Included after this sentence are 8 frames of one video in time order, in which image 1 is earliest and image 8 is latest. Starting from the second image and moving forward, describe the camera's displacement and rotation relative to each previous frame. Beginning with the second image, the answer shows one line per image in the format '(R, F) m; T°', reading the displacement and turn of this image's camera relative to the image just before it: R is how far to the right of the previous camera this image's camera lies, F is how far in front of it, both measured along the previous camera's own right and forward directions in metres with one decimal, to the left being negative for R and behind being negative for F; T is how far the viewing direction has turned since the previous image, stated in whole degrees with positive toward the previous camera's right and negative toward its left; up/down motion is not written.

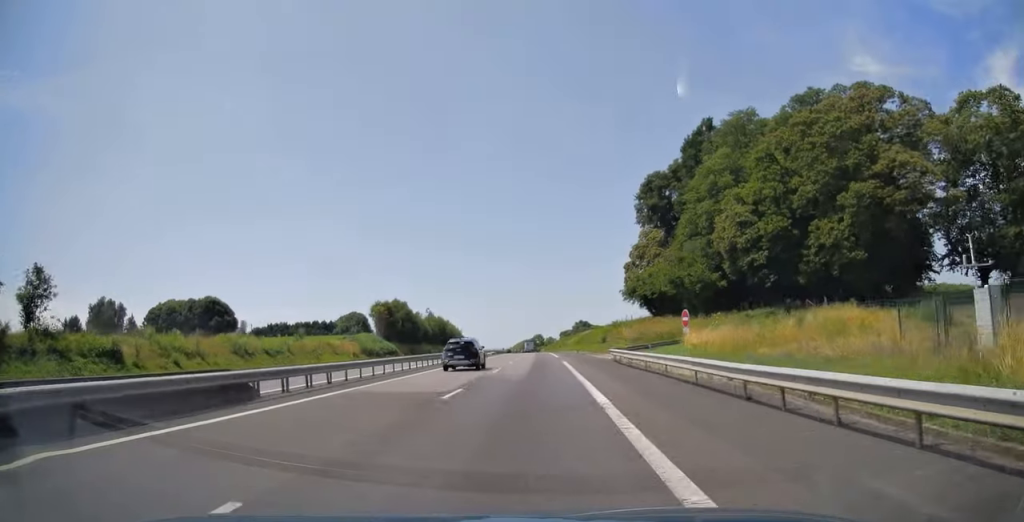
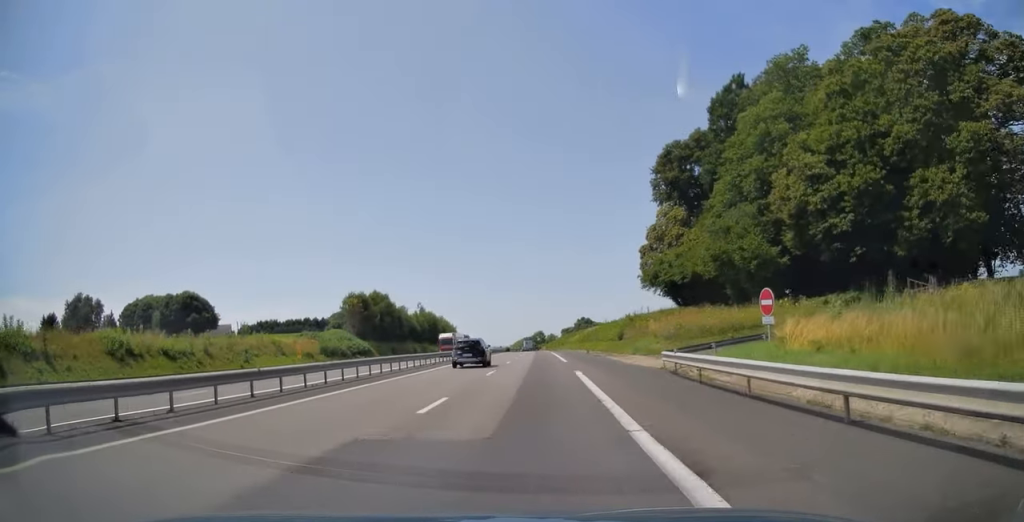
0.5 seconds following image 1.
(+0.1, +16.2) m; 0°
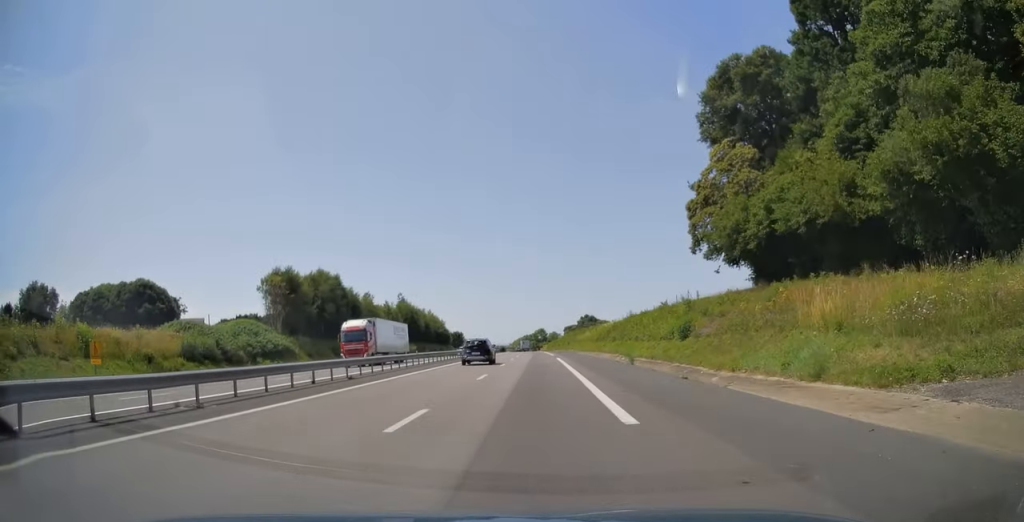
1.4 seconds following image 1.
(-0.3, +28.6) m; 0°
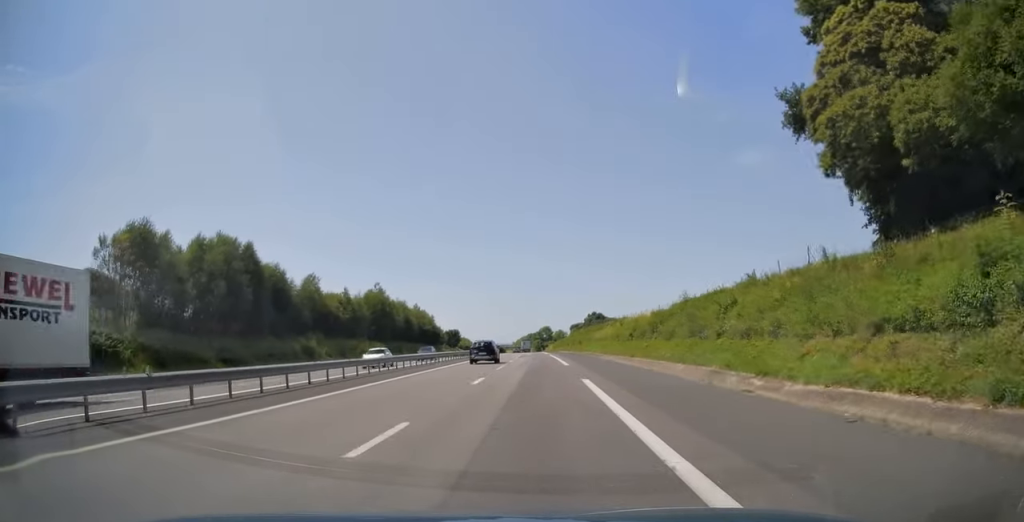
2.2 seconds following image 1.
(+0.2, +28.0) m; 0°
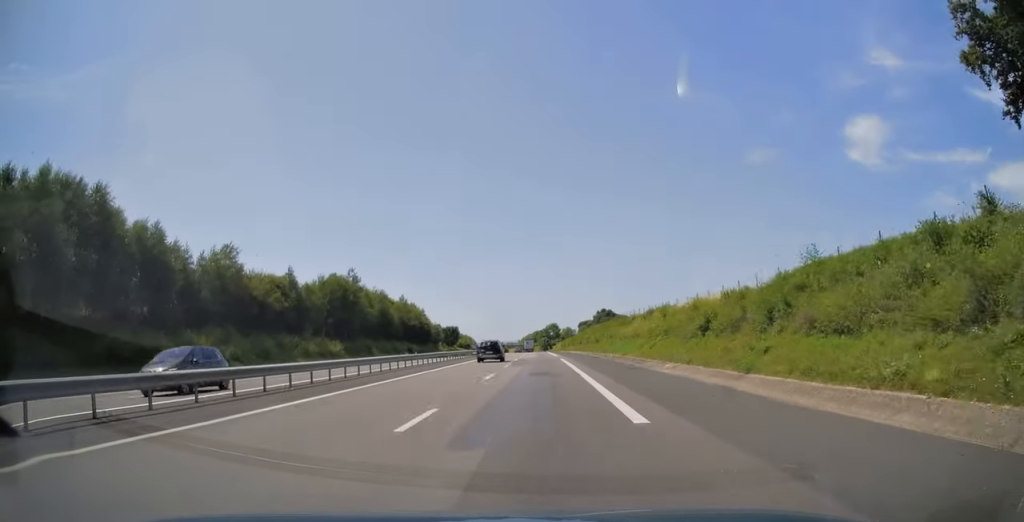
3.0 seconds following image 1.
(-0.1, +23.8) m; -1°
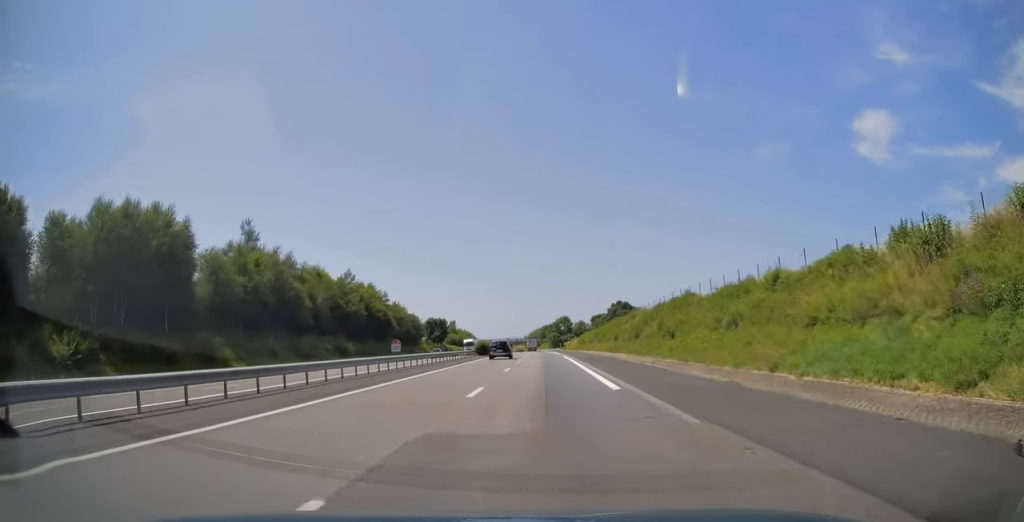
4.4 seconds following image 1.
(-0.5, +46.5) m; -1°
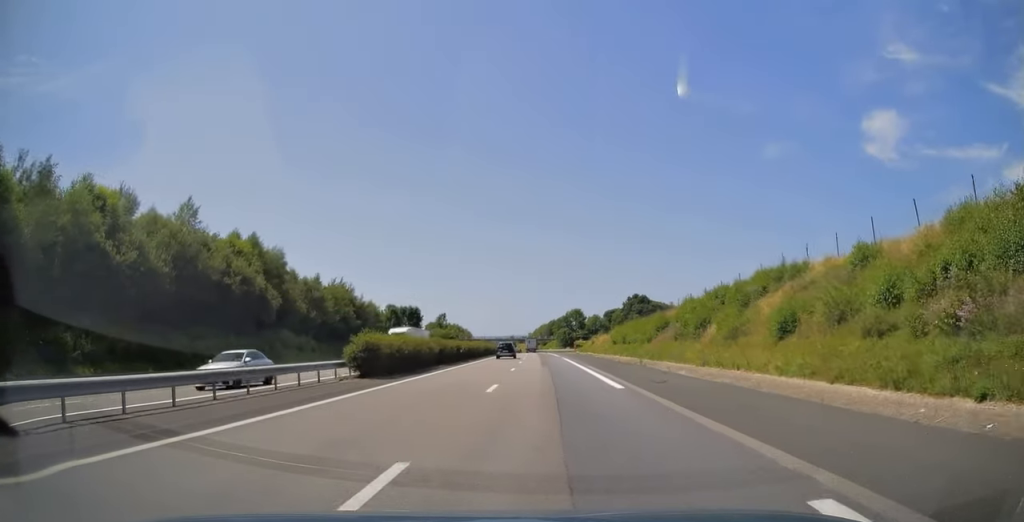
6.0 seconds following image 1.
(-0.4, +50.4) m; -1°
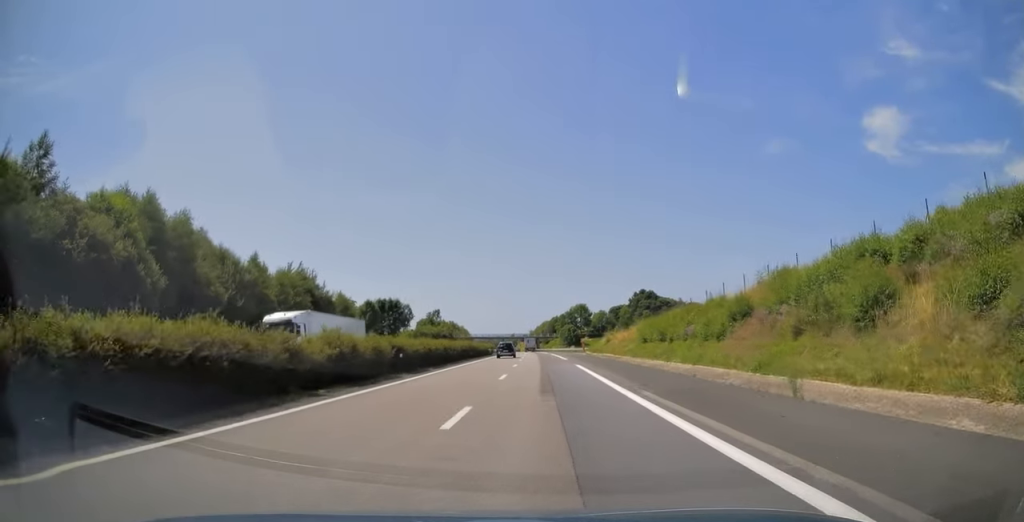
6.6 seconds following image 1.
(-0.2, +20.1) m; 0°
